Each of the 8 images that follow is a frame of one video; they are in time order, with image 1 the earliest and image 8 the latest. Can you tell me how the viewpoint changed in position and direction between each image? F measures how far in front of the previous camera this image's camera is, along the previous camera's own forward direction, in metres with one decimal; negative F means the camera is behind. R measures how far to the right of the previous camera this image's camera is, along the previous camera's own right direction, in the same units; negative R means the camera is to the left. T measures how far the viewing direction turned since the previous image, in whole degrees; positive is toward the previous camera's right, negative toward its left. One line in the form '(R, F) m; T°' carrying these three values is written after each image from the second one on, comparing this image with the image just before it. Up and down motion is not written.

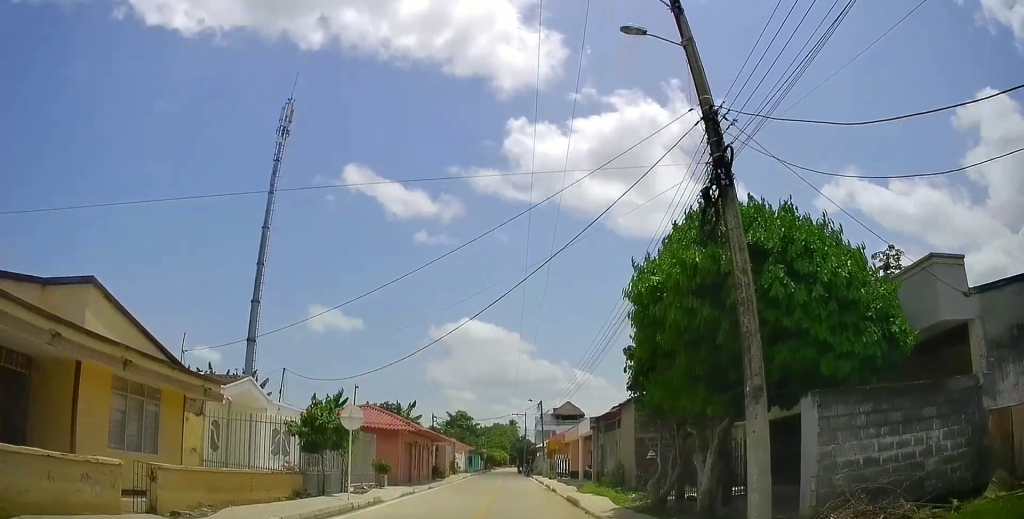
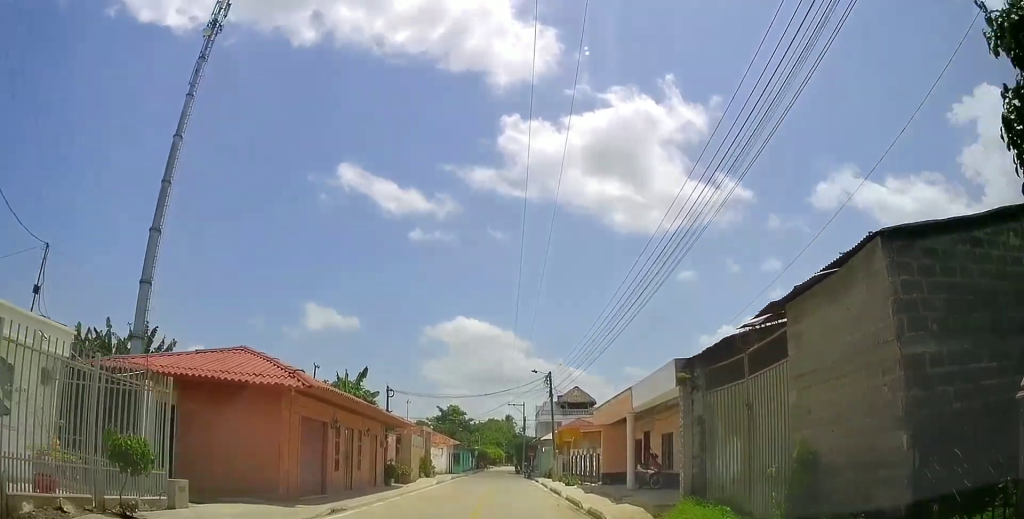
(-0.5, +14.5) m; -5°
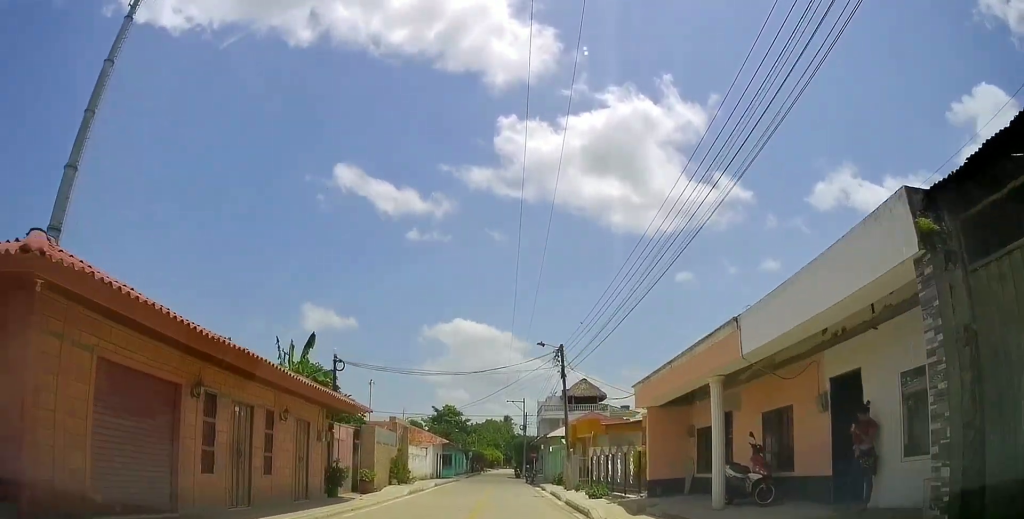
(-0.4, +8.5) m; -5°
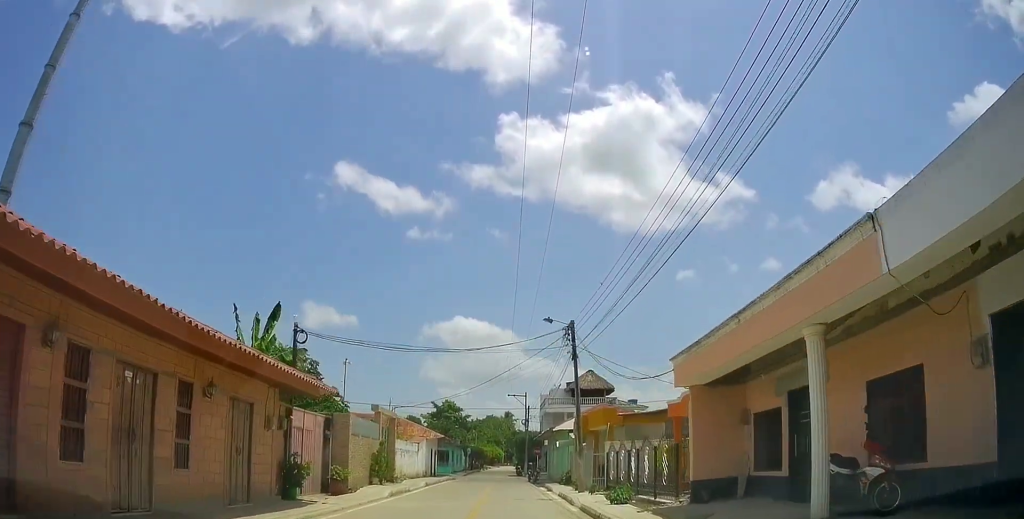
(-0.1, +4.1) m; -1°
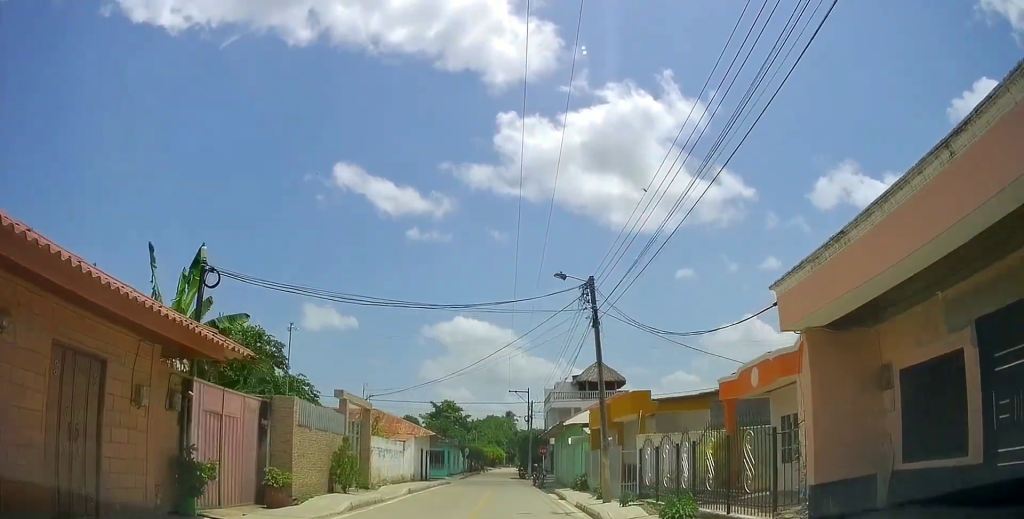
(0.0, +5.4) m; 0°
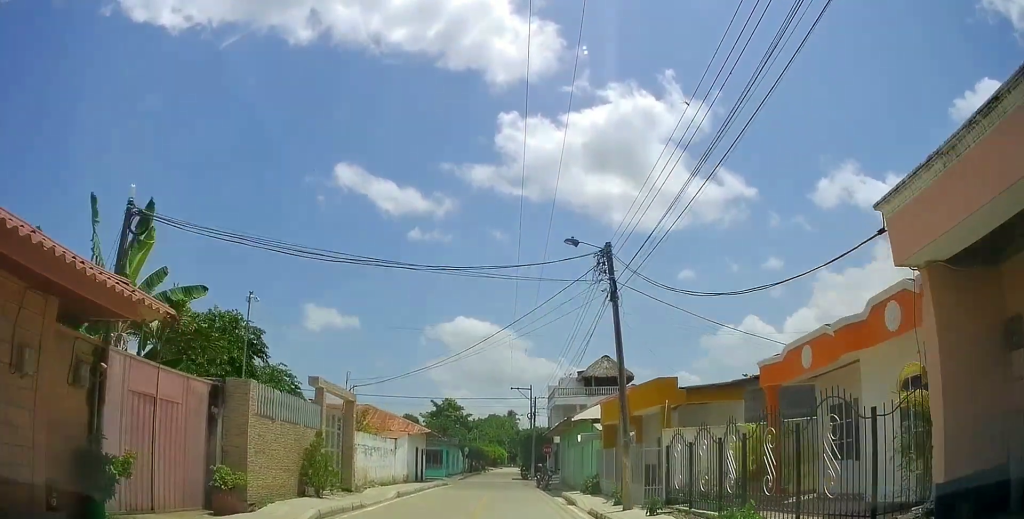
(0.0, +2.7) m; 0°
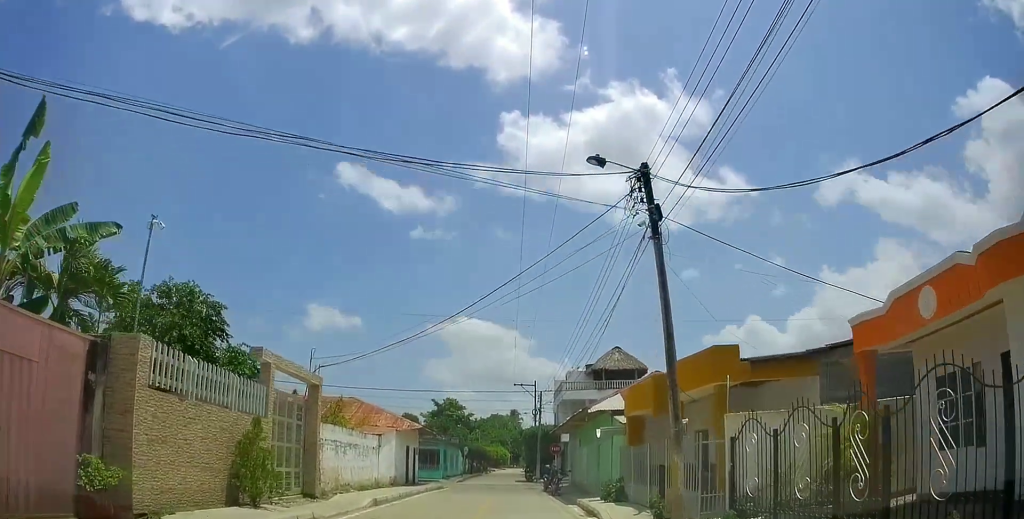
(0.0, +4.0) m; 0°
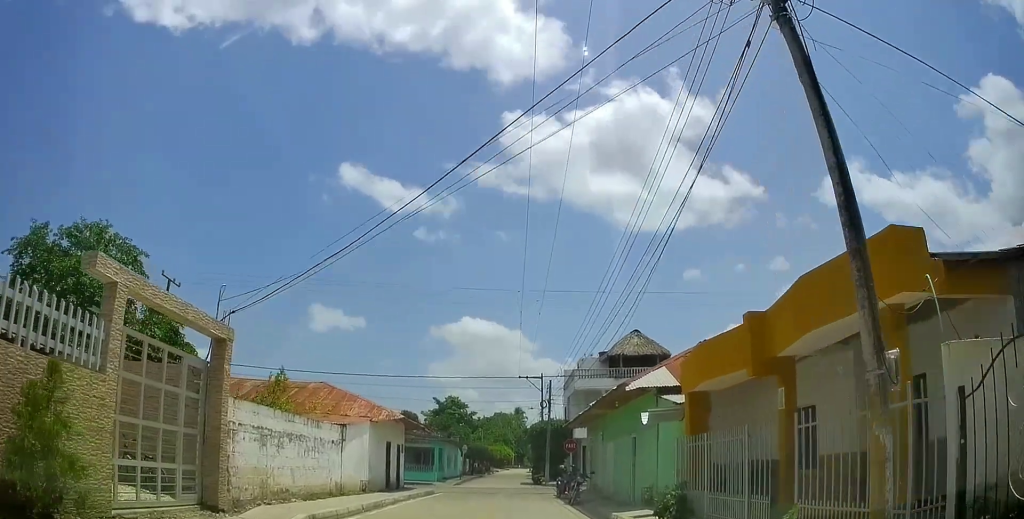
(0.0, +5.6) m; 0°
